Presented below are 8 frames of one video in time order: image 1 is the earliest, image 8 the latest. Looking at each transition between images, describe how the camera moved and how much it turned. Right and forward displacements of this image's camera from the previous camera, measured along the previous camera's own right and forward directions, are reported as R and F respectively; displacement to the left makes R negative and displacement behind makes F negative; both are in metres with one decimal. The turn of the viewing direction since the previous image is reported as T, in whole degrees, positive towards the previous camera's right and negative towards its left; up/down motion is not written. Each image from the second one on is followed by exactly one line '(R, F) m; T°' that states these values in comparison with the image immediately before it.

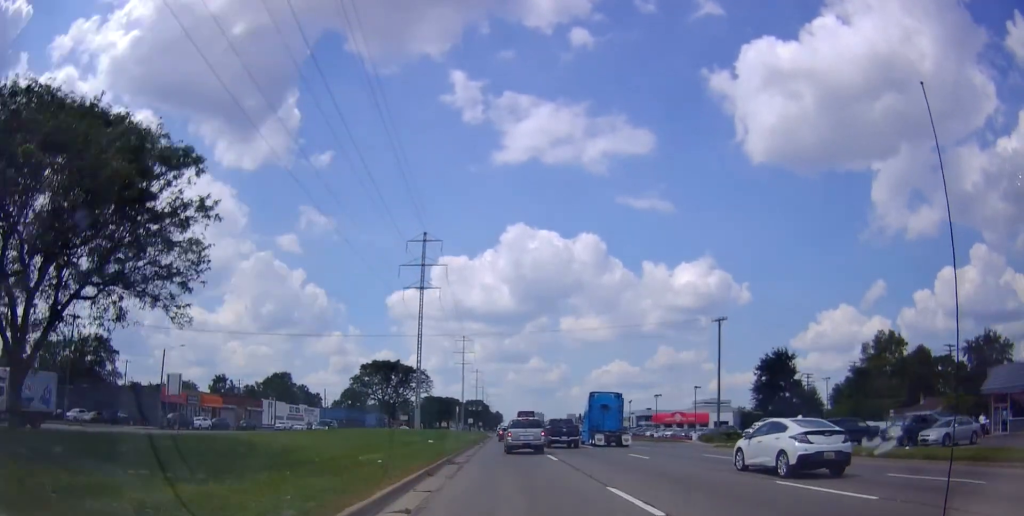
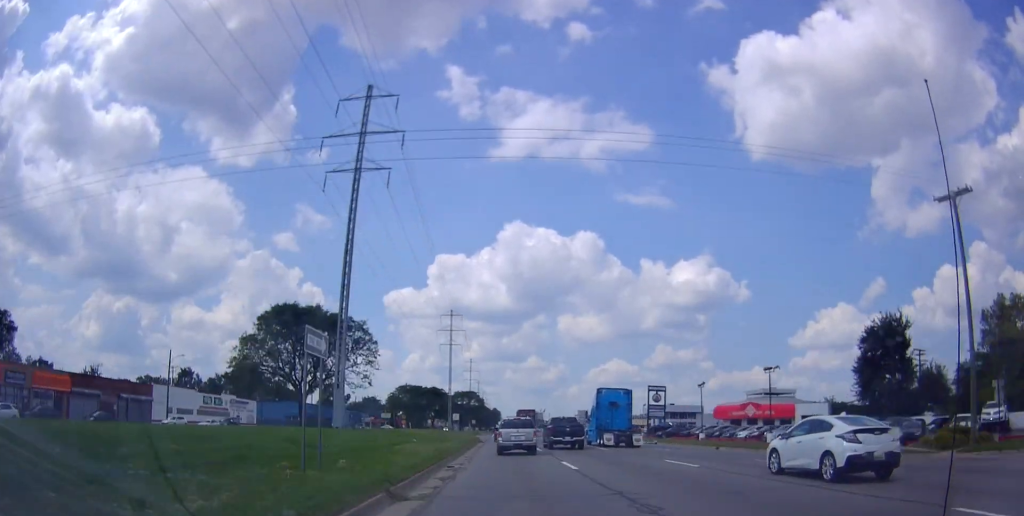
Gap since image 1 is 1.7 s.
(-0.9, +36.2) m; -1°
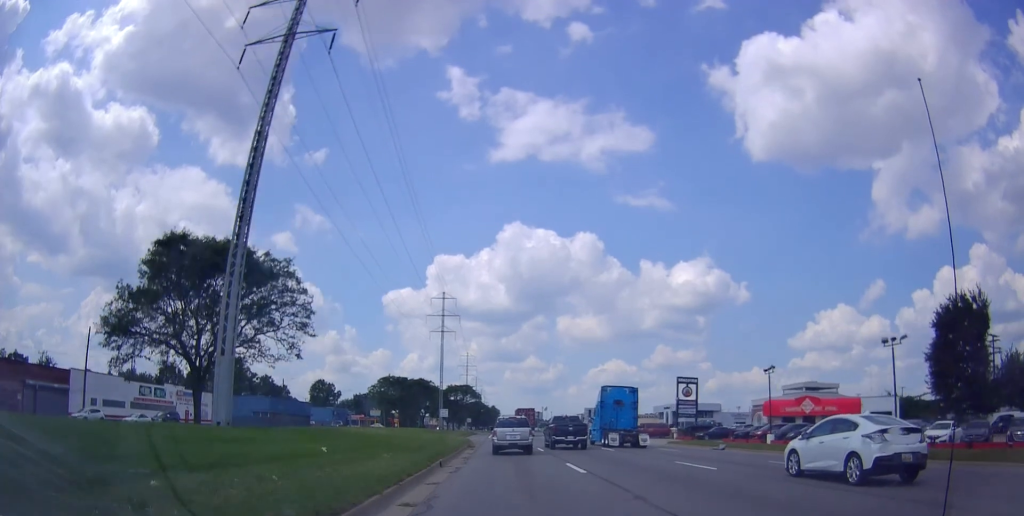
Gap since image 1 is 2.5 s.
(0.0, +17.0) m; +1°
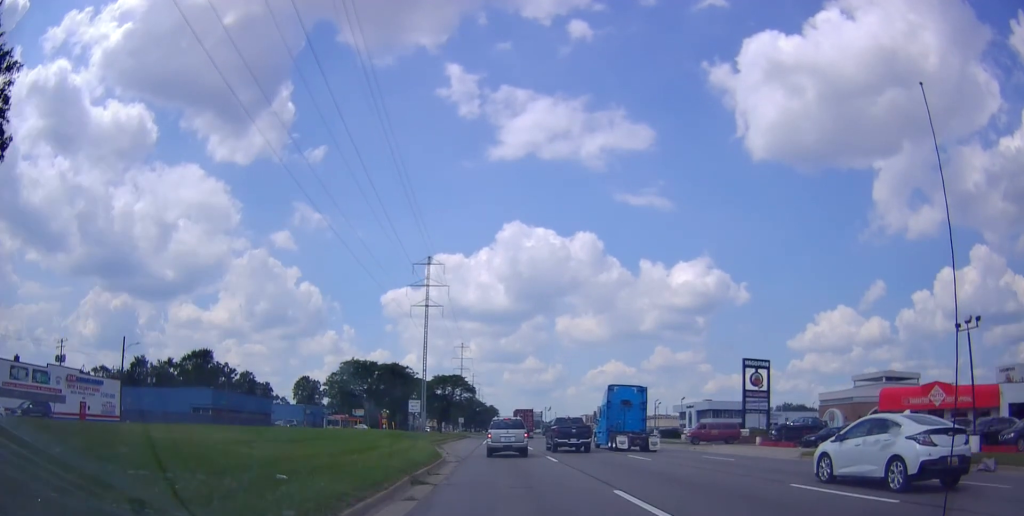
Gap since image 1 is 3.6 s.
(+0.3, +23.8) m; 0°
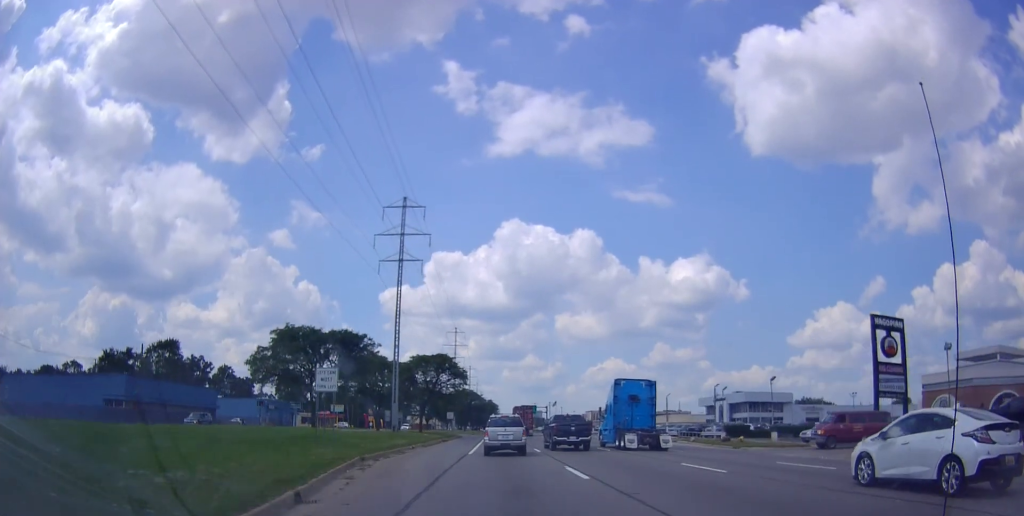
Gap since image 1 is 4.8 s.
(-0.2, +23.5) m; 0°
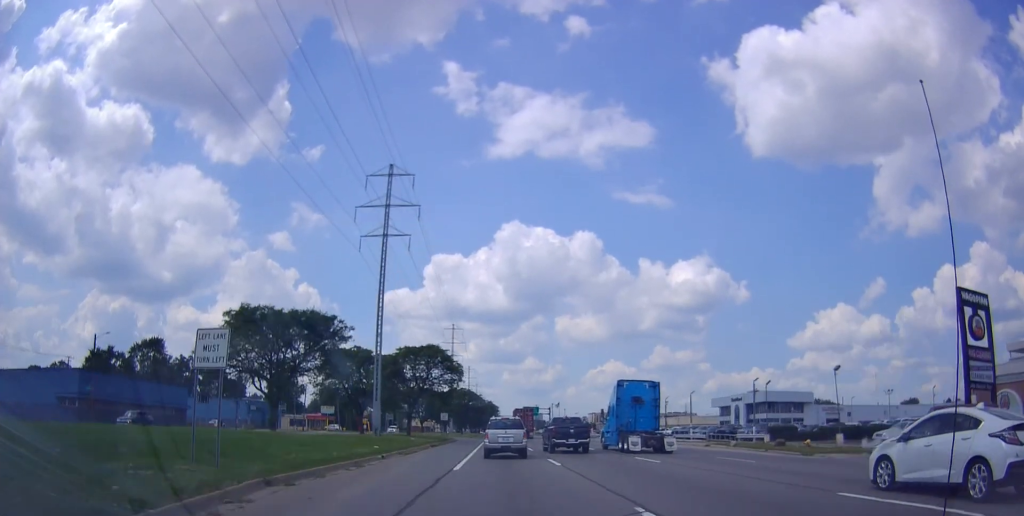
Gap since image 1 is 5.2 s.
(+0.3, +9.6) m; 0°
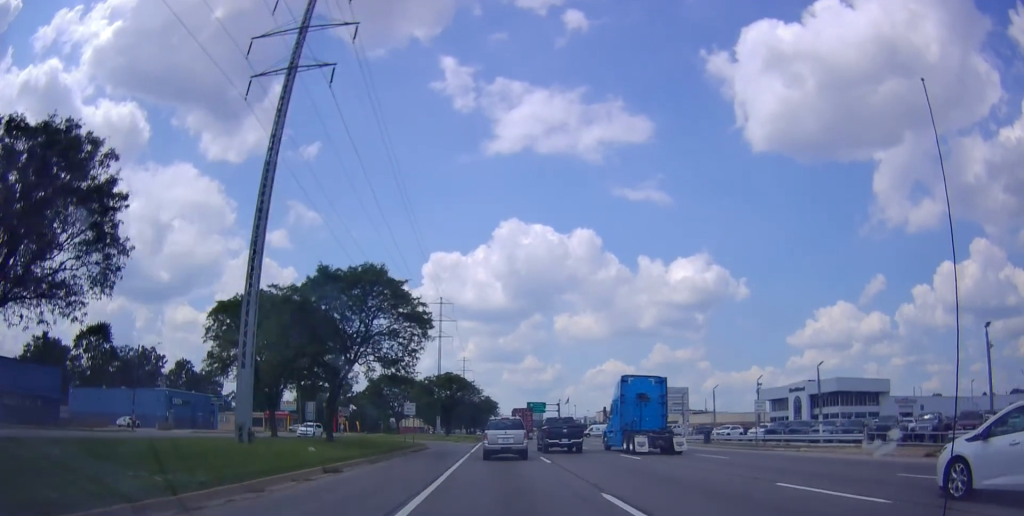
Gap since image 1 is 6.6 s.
(-0.4, +28.9) m; 0°
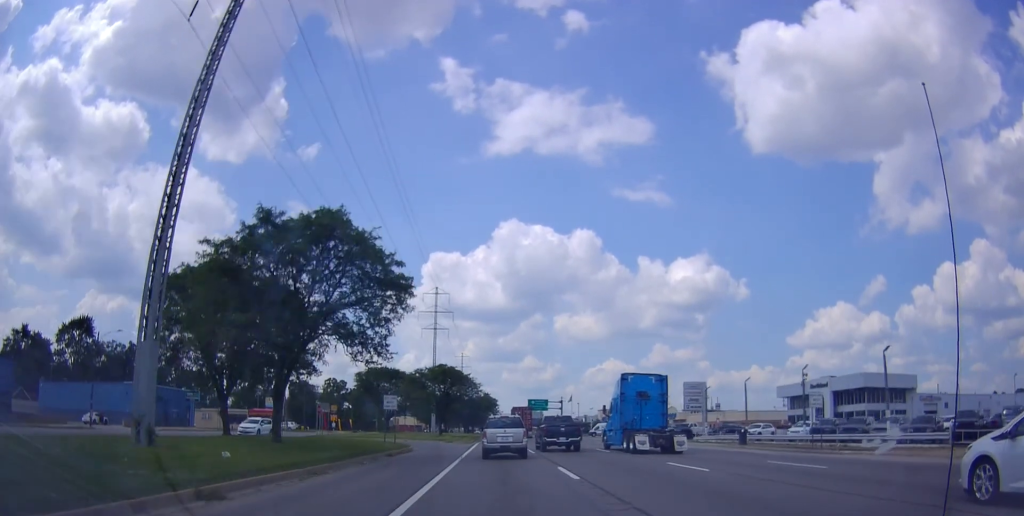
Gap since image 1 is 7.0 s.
(+0.2, +8.2) m; +1°
